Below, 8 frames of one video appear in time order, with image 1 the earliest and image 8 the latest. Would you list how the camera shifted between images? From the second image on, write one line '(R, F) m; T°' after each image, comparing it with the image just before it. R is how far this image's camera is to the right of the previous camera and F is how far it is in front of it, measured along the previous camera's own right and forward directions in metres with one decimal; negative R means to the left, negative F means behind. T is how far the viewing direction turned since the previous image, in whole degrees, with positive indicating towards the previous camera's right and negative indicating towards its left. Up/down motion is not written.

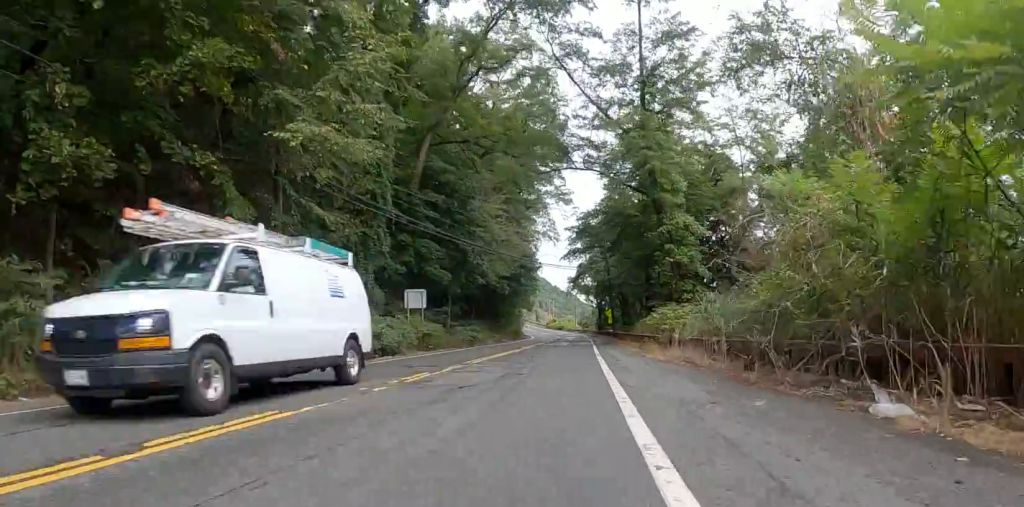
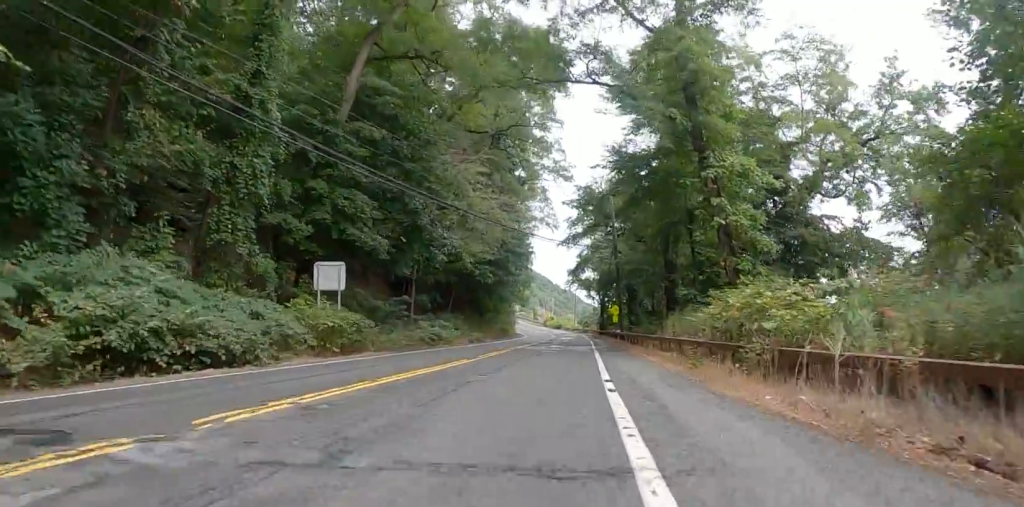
(0.0, +12.1) m; -1°
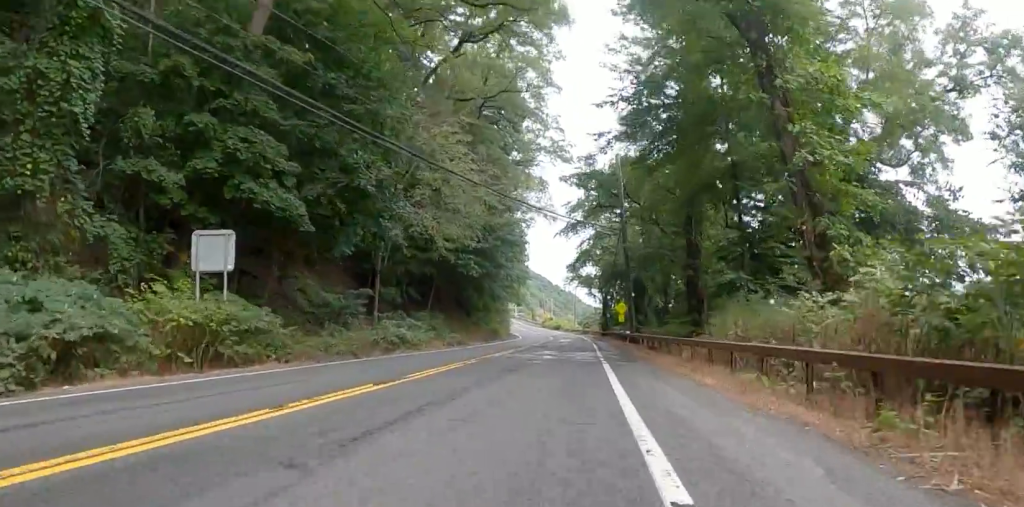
(0.0, +7.8) m; 0°
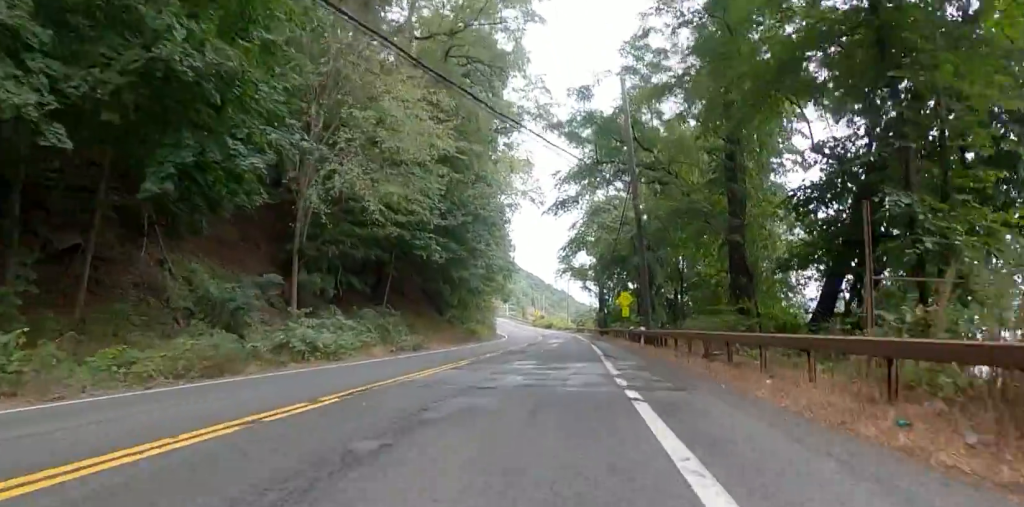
(-0.1, +10.0) m; 0°
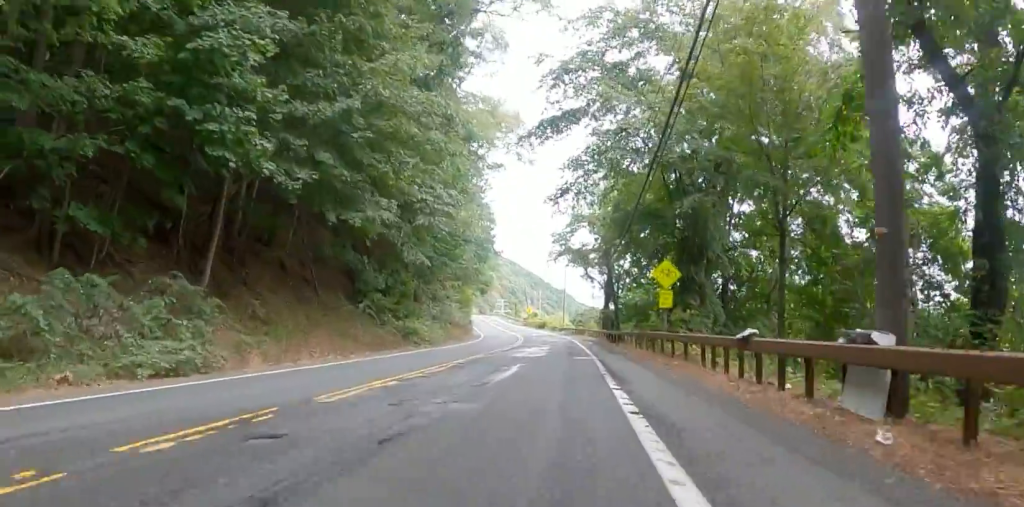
(+0.2, +19.6) m; -1°
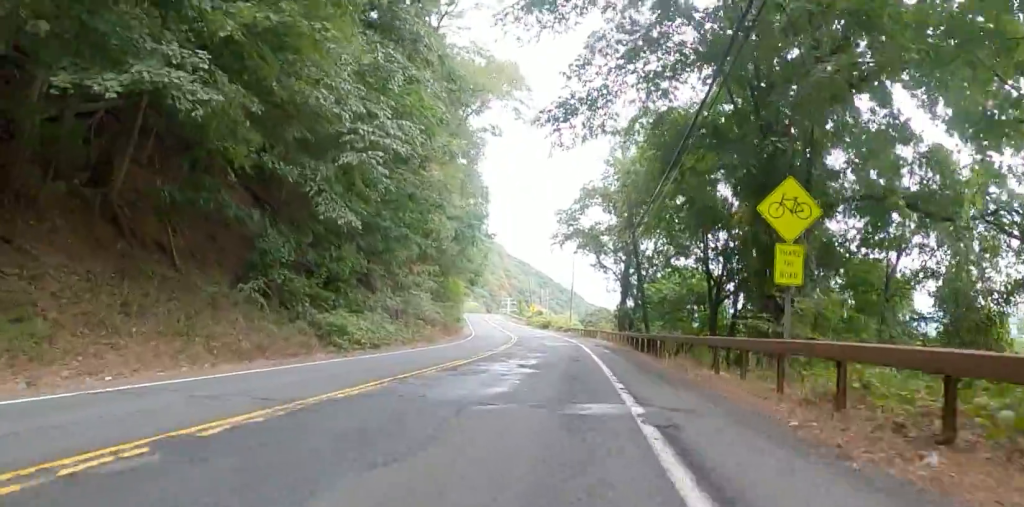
(-0.4, +11.7) m; -2°
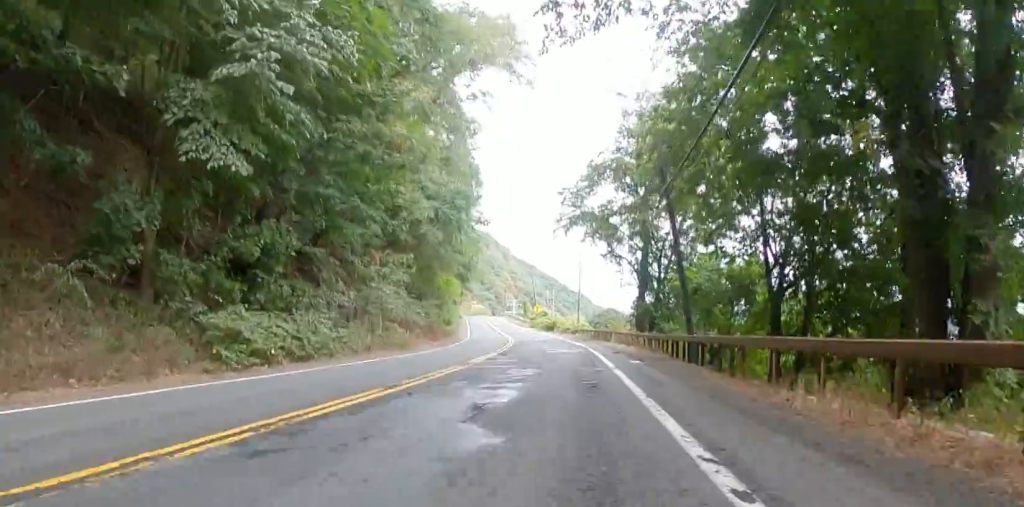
(-0.1, +7.8) m; 0°
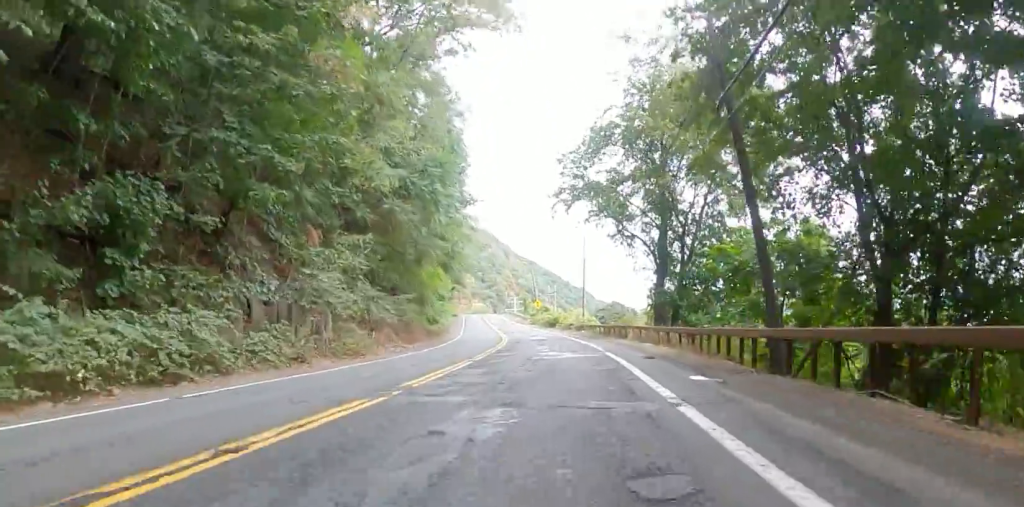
(0.0, +7.0) m; -1°
